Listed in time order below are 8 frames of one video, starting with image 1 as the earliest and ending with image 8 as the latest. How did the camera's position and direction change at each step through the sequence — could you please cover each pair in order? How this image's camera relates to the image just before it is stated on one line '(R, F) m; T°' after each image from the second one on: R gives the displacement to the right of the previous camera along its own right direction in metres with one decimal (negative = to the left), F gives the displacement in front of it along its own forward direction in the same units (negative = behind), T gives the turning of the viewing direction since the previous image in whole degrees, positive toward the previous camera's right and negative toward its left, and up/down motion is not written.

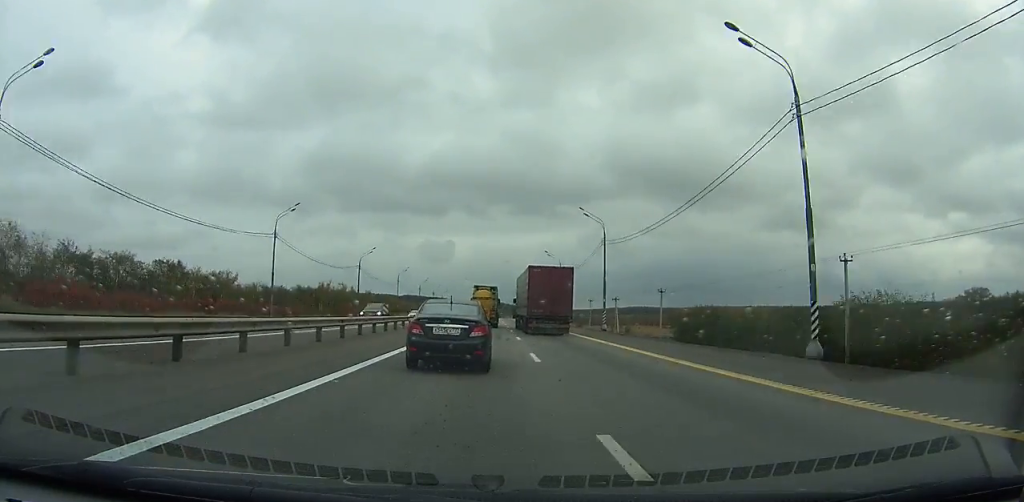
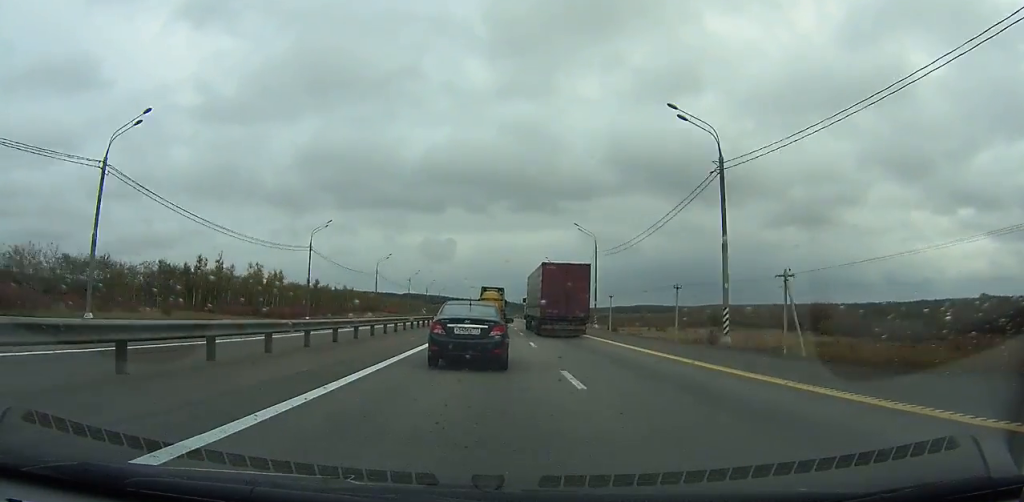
(+0.1, +62.5) m; 0°
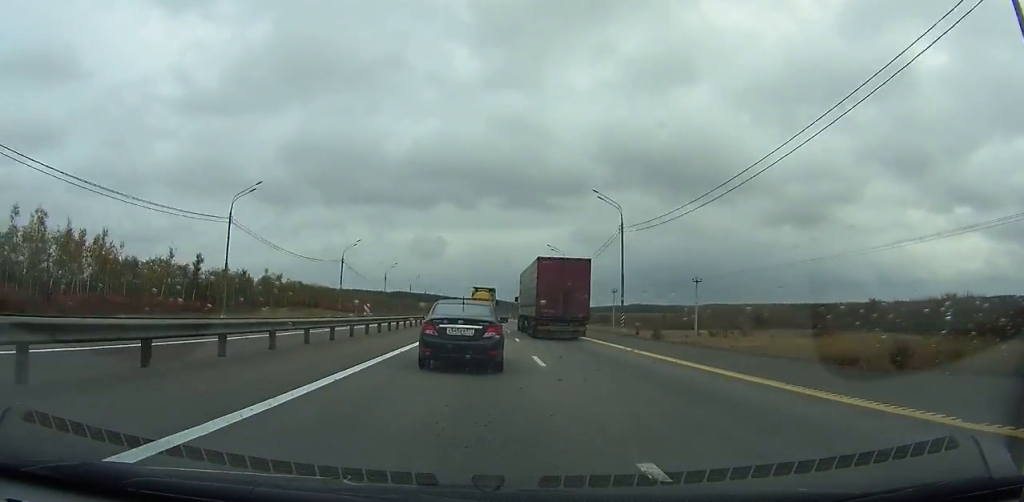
(-0.3, +54.4) m; 0°
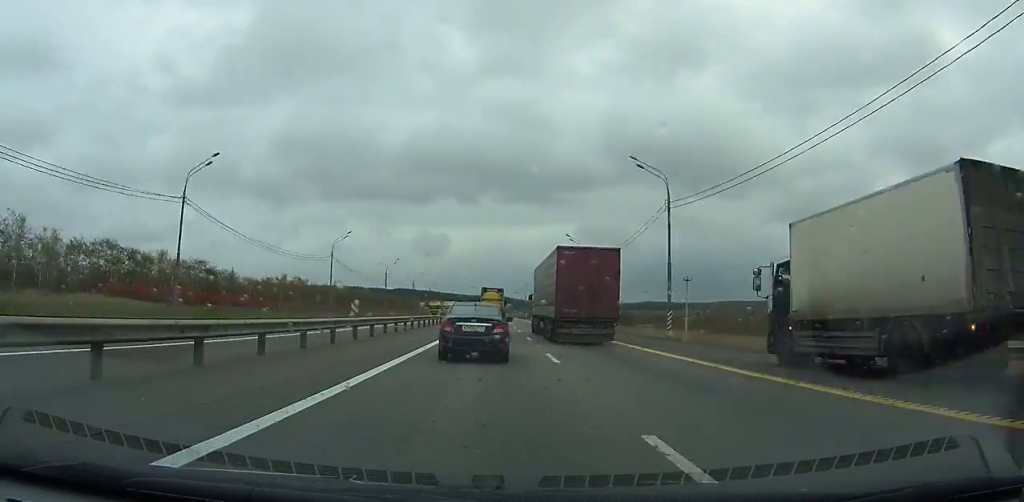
(+0.1, +81.1) m; 0°
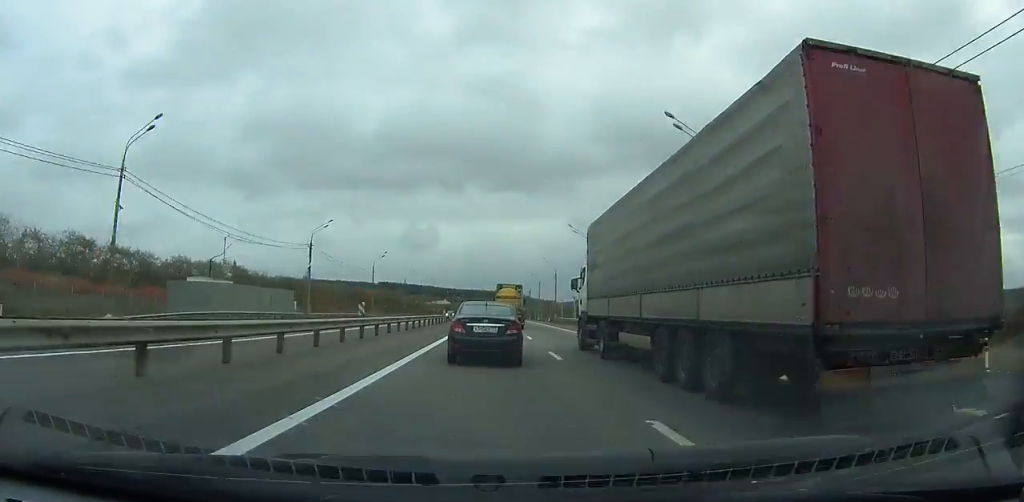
(+0.1, +149.0) m; 0°
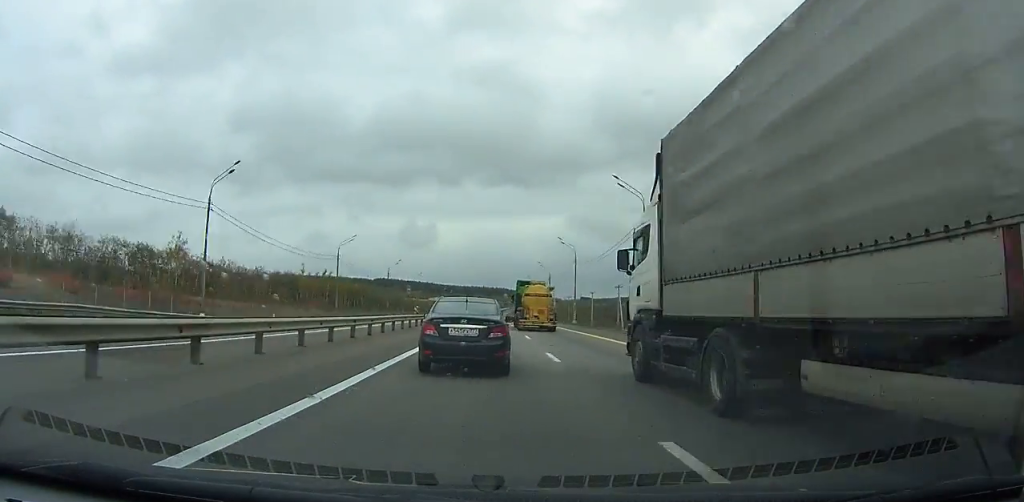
(+0.2, +59.0) m; 0°
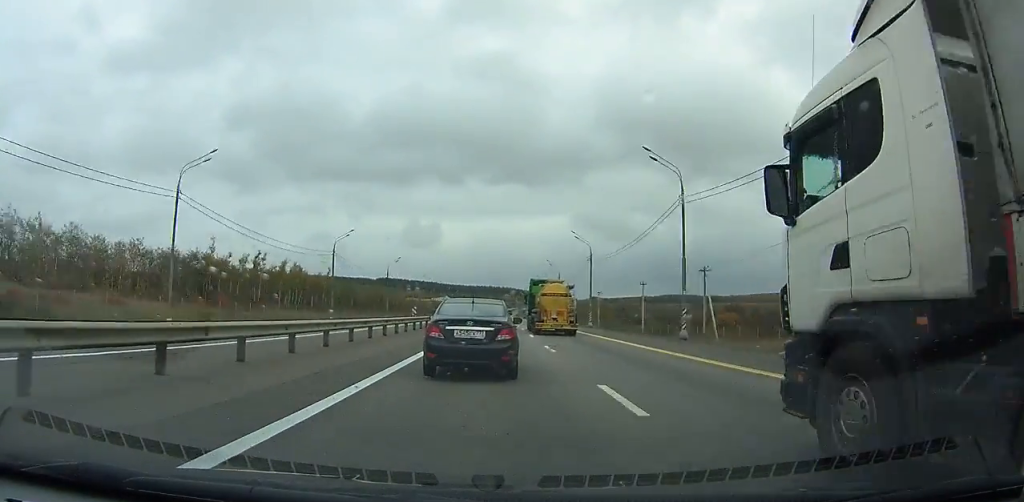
(0.0, +42.2) m; 0°
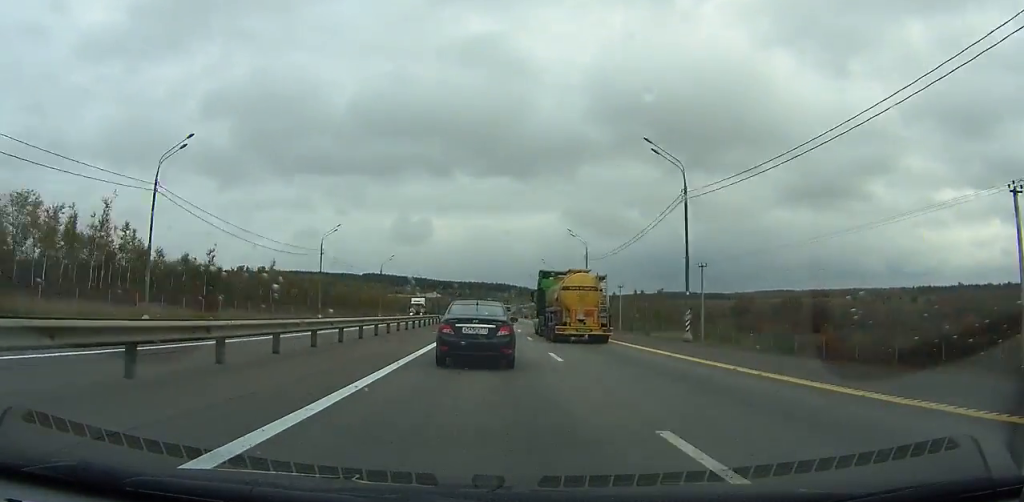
(-0.1, +75.9) m; 0°
